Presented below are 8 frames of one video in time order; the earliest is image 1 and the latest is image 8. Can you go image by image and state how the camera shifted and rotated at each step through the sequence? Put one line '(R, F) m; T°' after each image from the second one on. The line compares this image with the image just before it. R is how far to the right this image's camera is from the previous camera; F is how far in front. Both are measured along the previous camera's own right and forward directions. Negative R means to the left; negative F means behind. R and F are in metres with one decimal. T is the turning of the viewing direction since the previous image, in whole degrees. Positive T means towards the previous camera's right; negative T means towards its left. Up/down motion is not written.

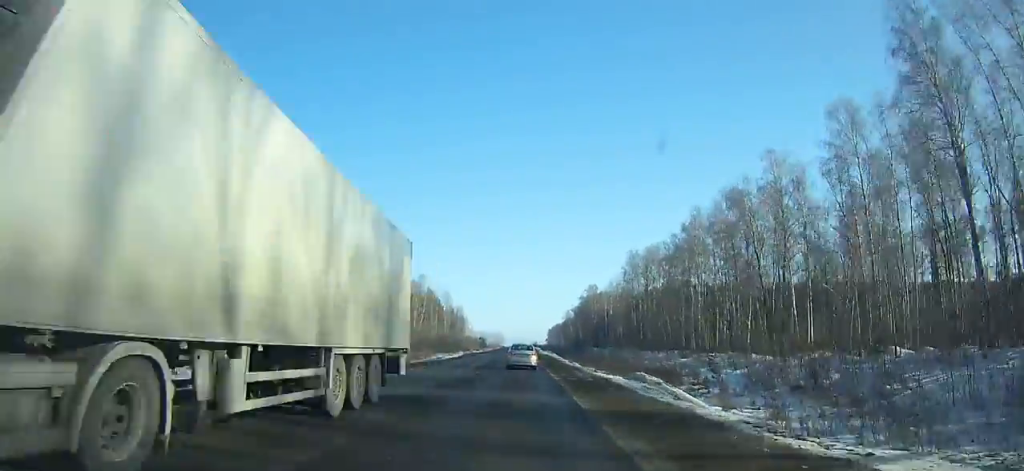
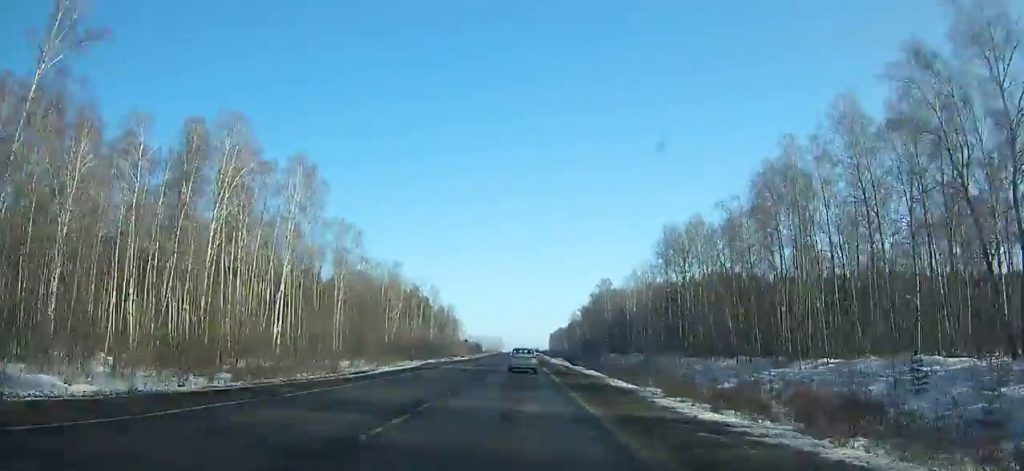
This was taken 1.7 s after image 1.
(0.0, +38.3) m; 0°
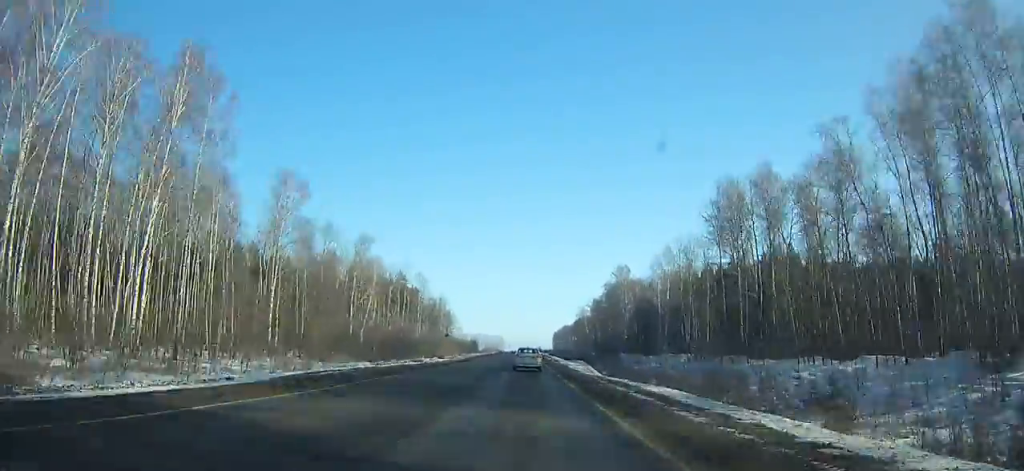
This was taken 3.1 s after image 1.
(0.0, +31.8) m; 0°
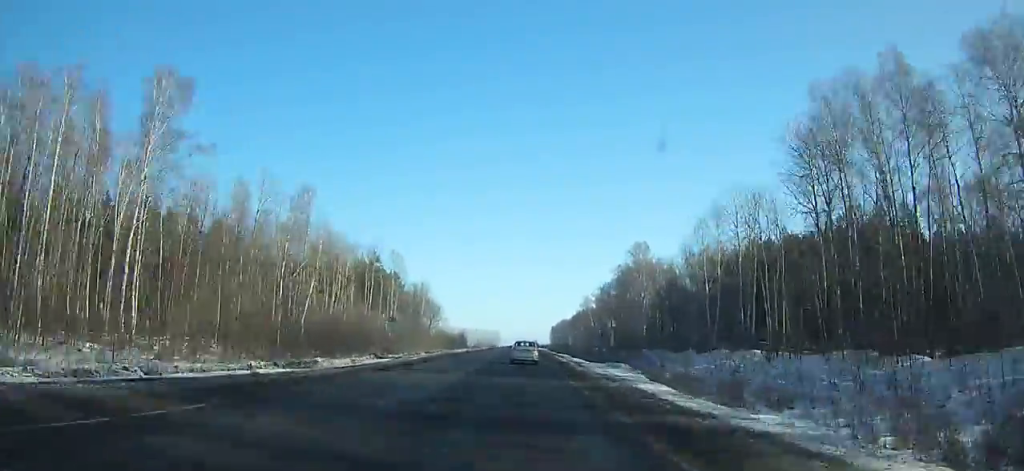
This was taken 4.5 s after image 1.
(0.0, +32.6) m; 0°
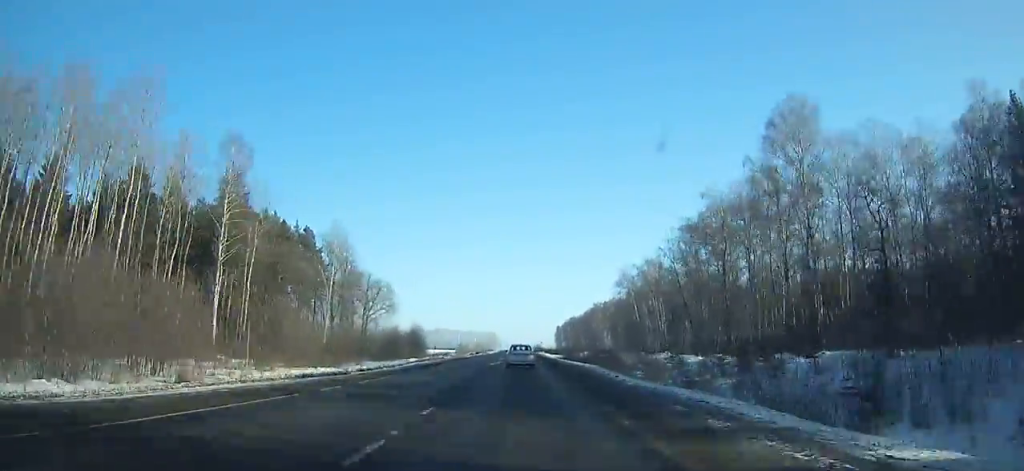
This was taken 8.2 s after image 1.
(+0.3, +87.4) m; 0°
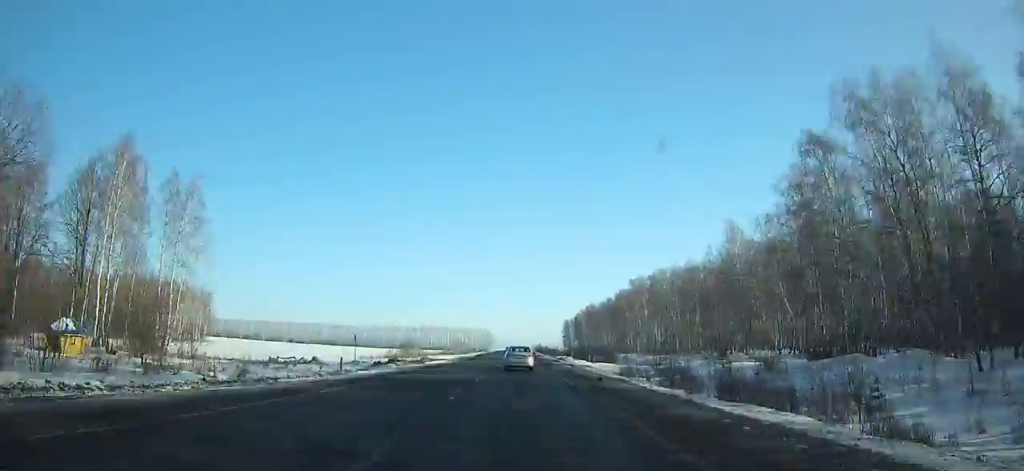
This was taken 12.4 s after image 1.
(-0.1, +100.4) m; 0°
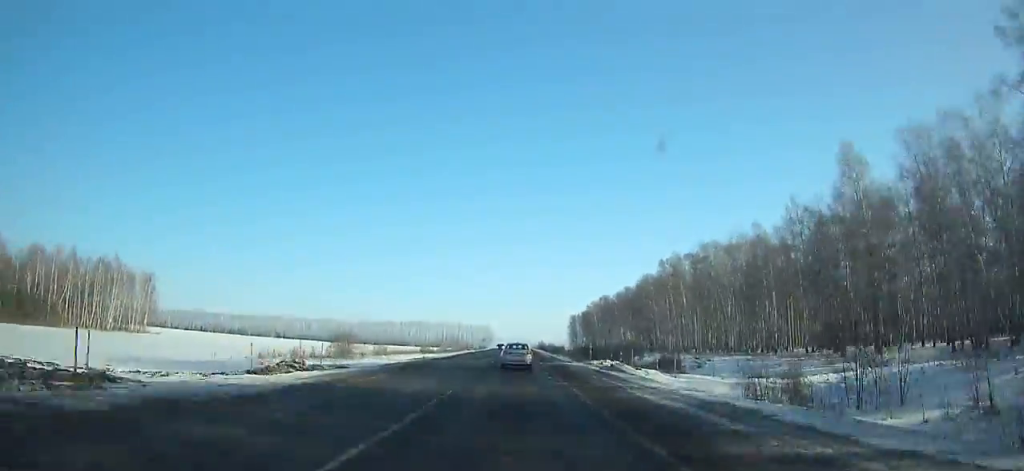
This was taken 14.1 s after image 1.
(-0.1, +40.7) m; 0°
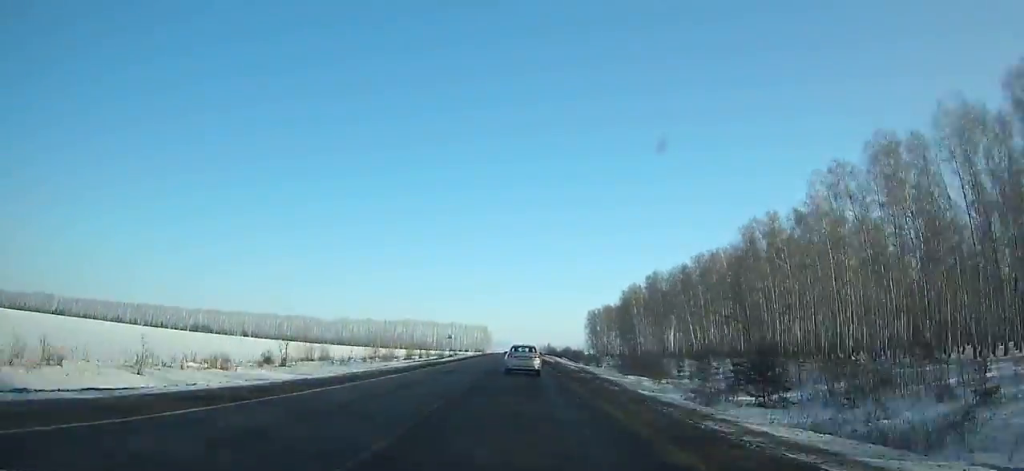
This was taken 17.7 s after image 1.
(+0.4, +85.3) m; 0°
